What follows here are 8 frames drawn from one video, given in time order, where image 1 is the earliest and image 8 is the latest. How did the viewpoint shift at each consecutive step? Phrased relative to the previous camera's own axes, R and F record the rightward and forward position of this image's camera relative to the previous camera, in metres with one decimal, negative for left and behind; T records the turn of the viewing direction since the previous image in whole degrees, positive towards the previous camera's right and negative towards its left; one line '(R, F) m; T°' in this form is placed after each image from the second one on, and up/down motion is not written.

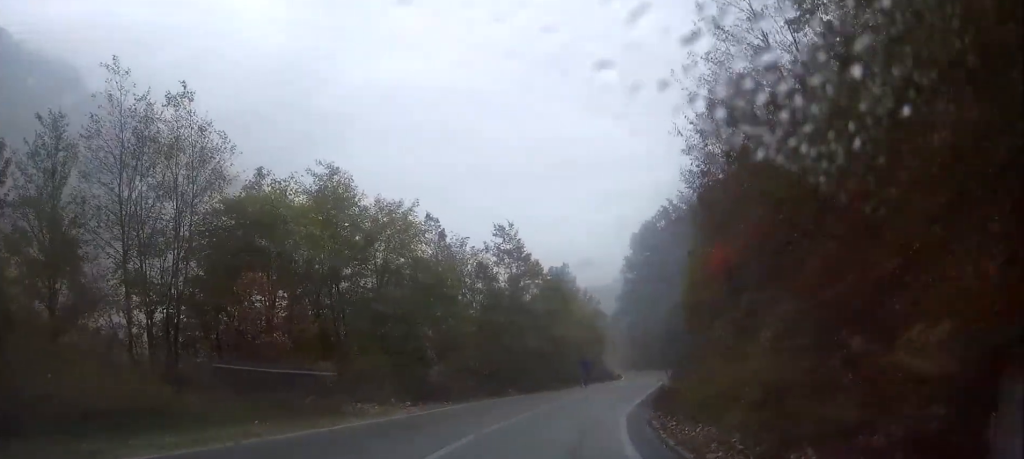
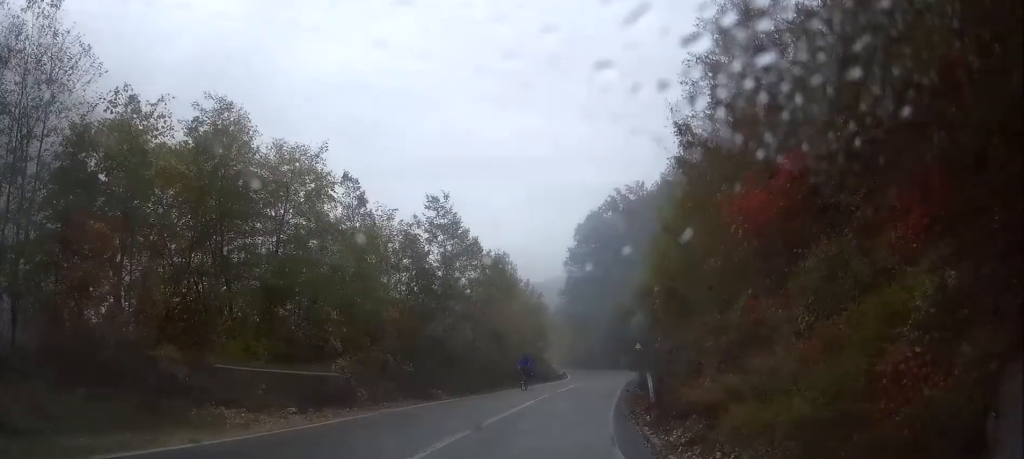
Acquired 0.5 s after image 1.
(+0.1, +6.2) m; +4°
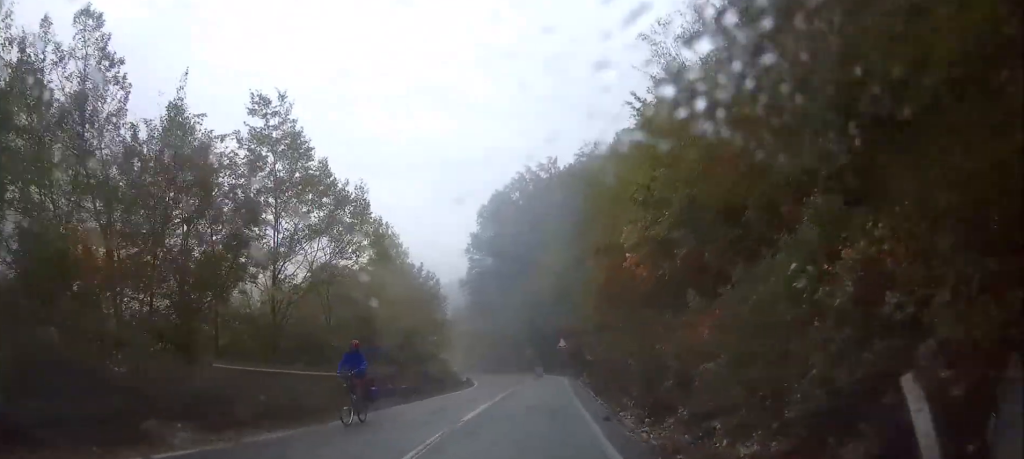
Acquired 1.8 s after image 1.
(+1.2, +14.8) m; +8°
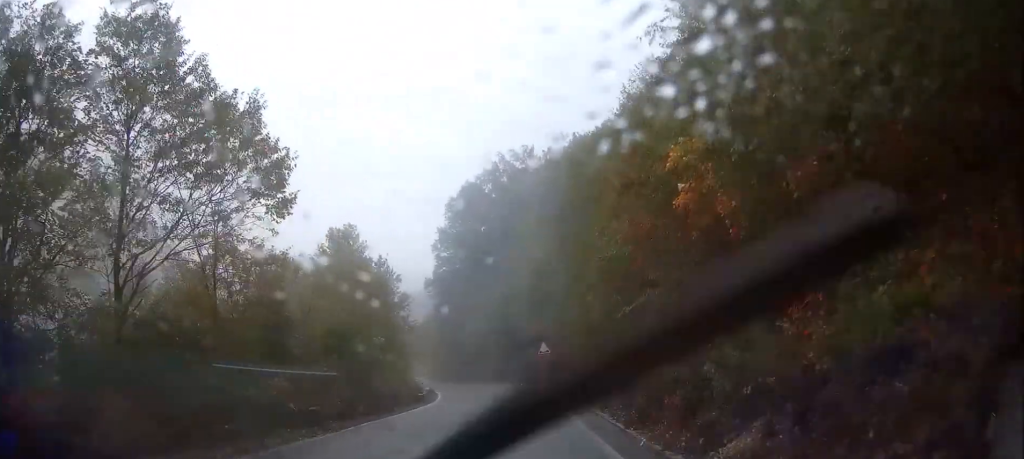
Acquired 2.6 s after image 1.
(+0.3, +9.0) m; +3°
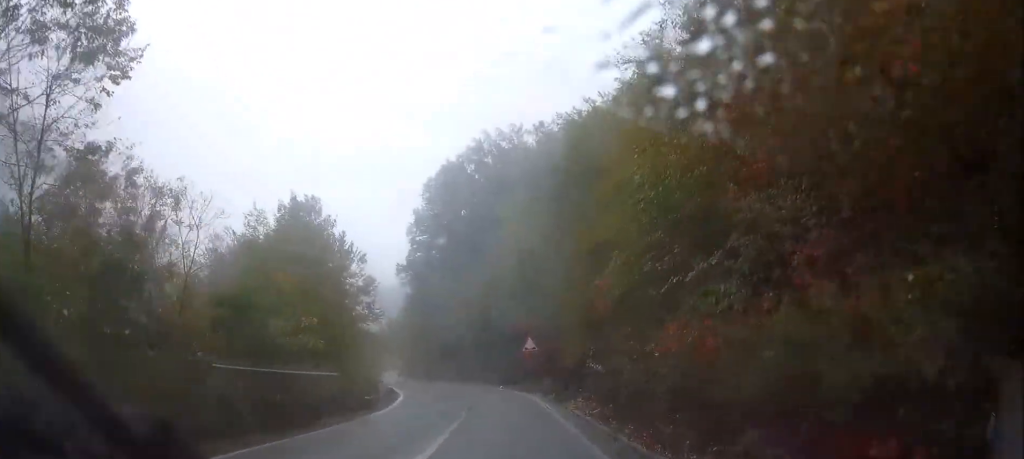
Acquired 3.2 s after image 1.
(+0.2, +7.7) m; +1°
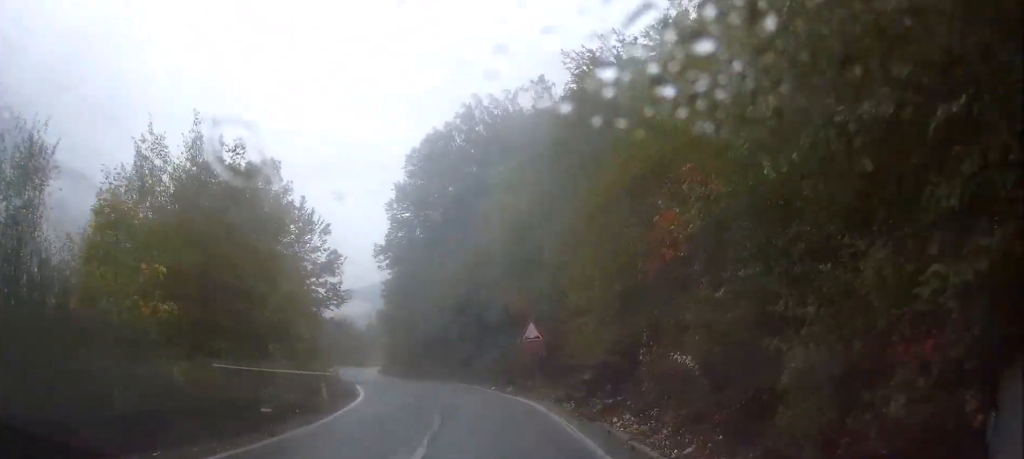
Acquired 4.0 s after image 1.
(+0.1, +9.3) m; 0°
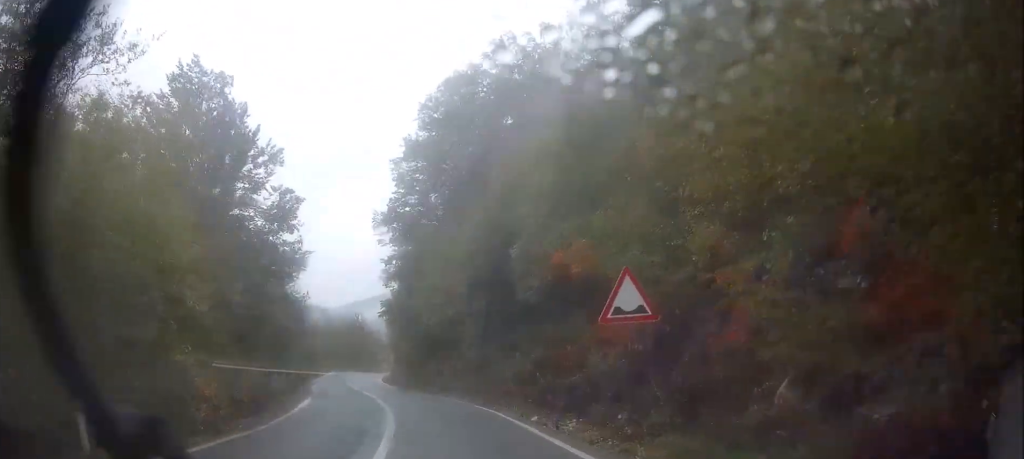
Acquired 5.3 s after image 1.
(-0.3, +15.5) m; -5°
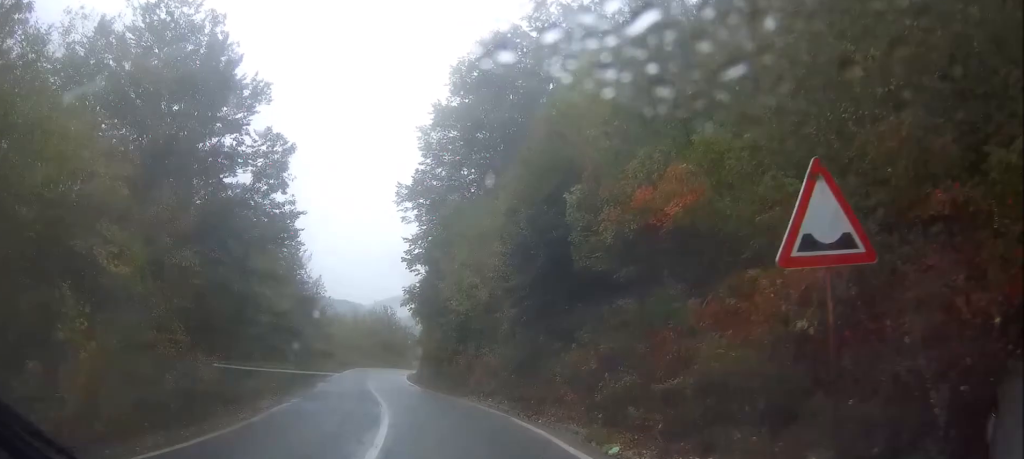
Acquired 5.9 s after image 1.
(-0.2, +6.5) m; -3°
